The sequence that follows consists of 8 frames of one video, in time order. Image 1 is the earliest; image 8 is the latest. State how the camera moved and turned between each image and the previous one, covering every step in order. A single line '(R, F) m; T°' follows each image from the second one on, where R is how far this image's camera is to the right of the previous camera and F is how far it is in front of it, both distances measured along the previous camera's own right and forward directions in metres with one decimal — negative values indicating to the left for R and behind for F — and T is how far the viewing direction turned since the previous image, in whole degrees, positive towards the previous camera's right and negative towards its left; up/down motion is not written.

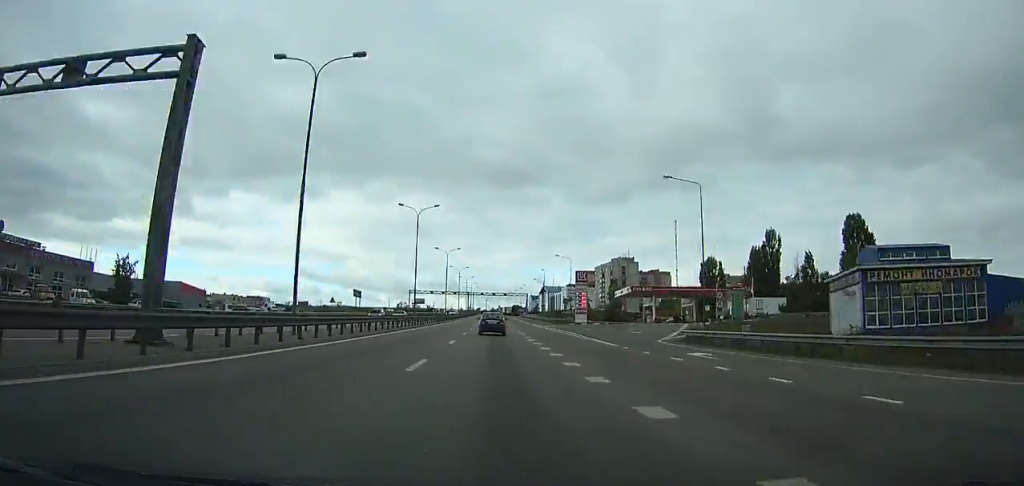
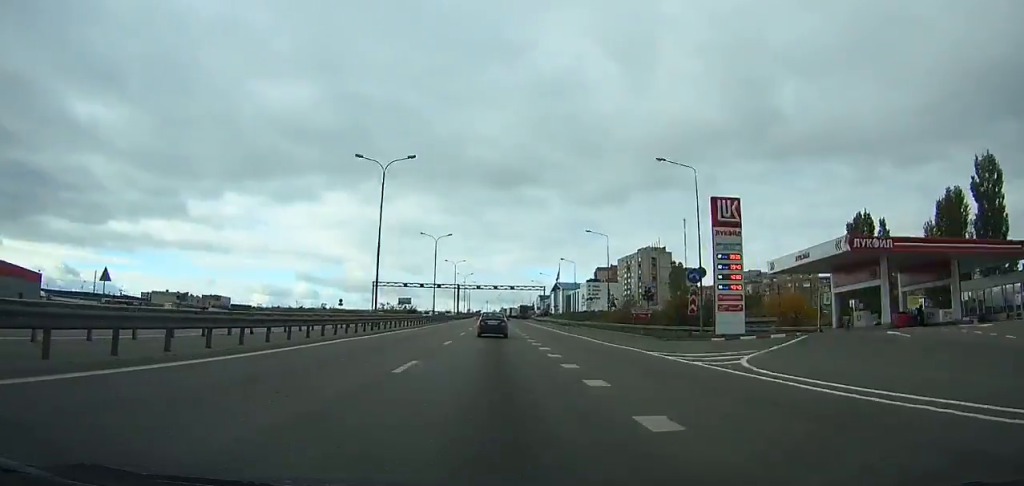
(+0.2, +58.7) m; 0°
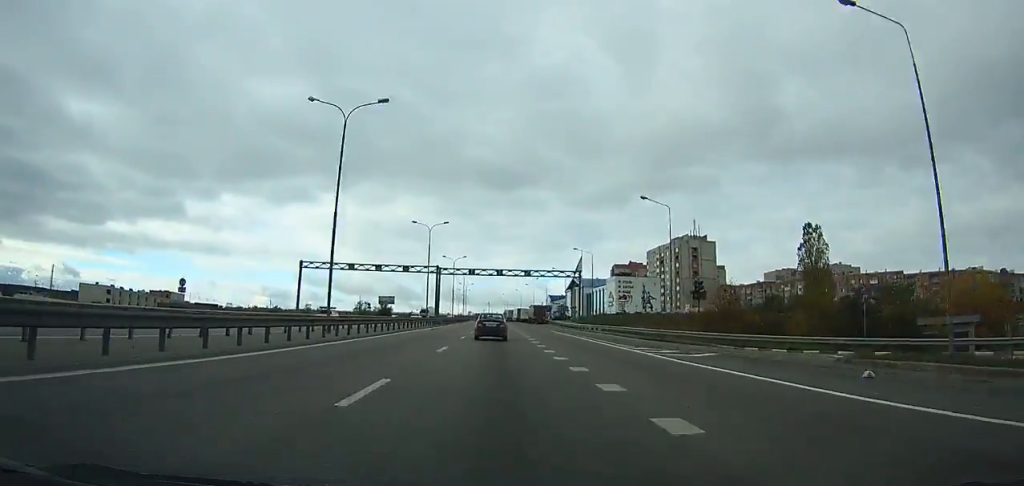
(-0.1, +51.7) m; 0°
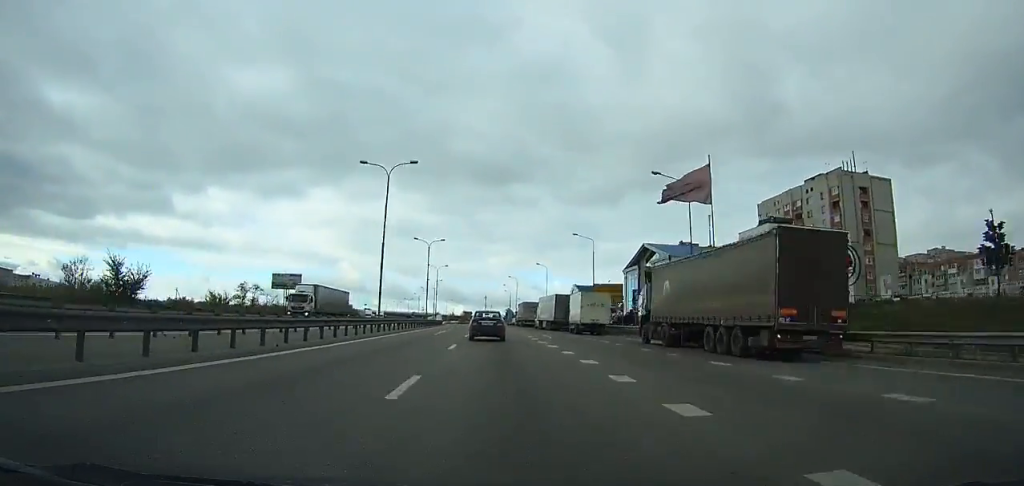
(-0.4, +106.7) m; 0°
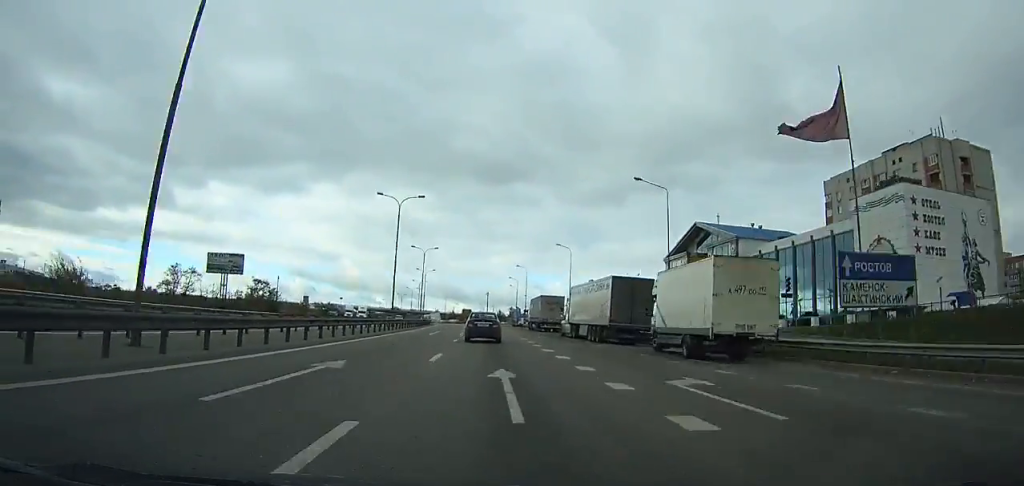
(+0.2, +29.3) m; 0°
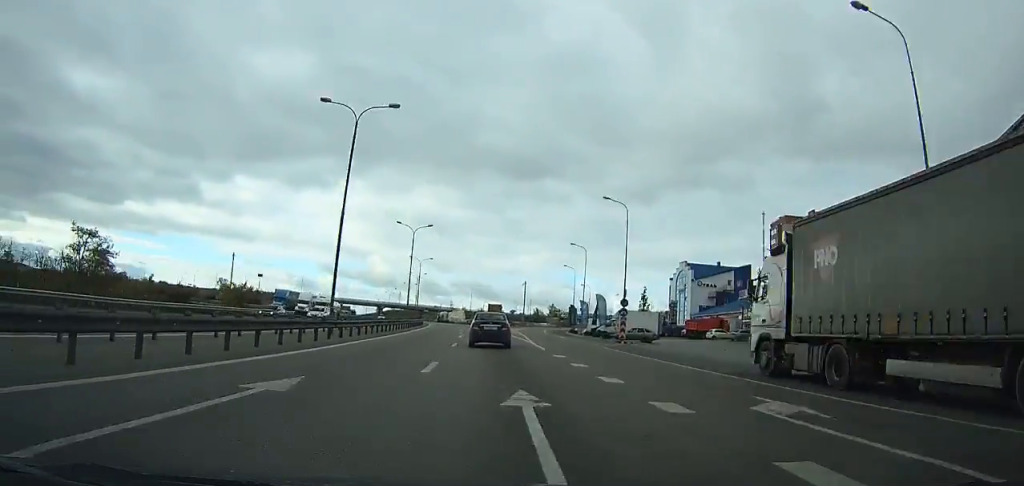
(-1.2, +62.0) m; -3°
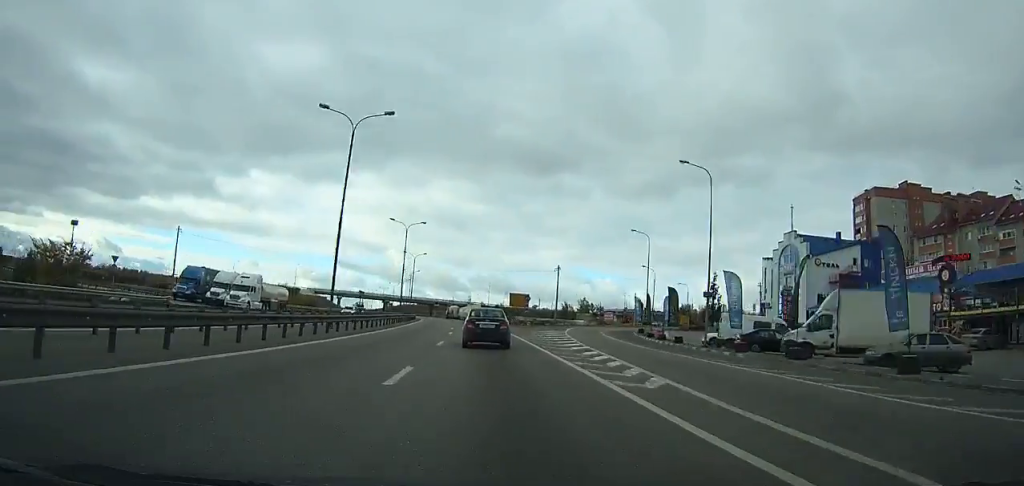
(-0.8, +38.0) m; -2°
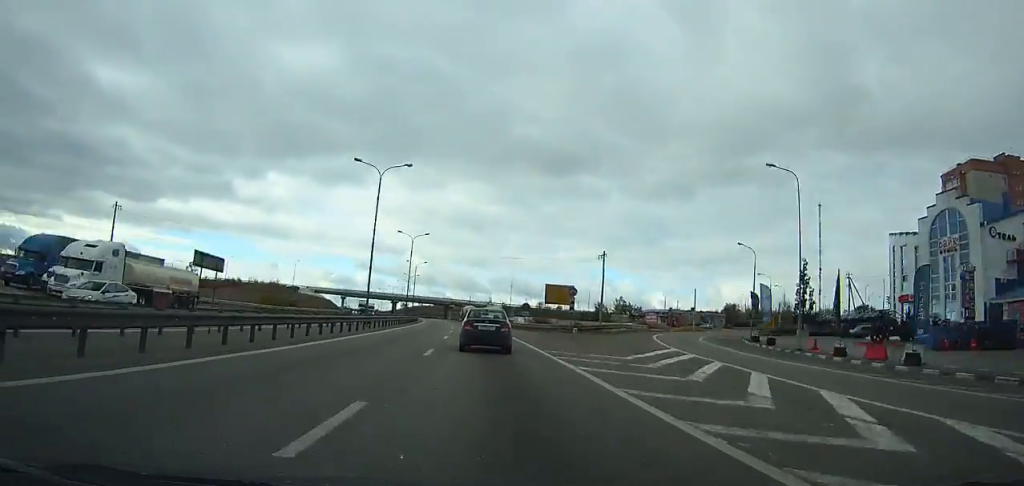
(-0.5, +28.8) m; -2°
